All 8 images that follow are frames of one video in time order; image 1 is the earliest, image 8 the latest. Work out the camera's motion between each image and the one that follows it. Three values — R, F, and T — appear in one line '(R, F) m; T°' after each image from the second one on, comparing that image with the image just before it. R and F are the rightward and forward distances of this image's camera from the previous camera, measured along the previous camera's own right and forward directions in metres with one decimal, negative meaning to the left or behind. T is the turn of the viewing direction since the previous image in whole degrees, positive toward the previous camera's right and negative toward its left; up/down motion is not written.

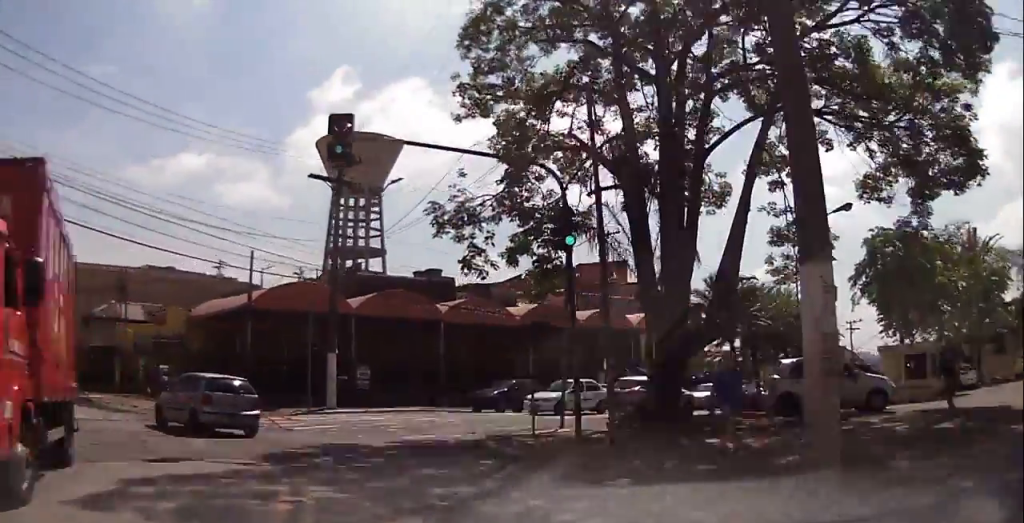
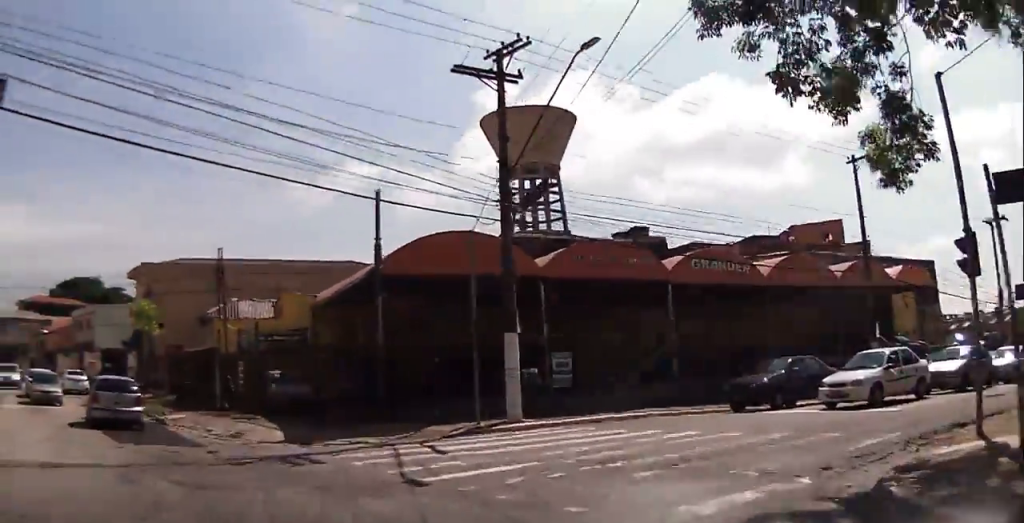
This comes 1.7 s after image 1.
(-1.8, +9.5) m; -32°
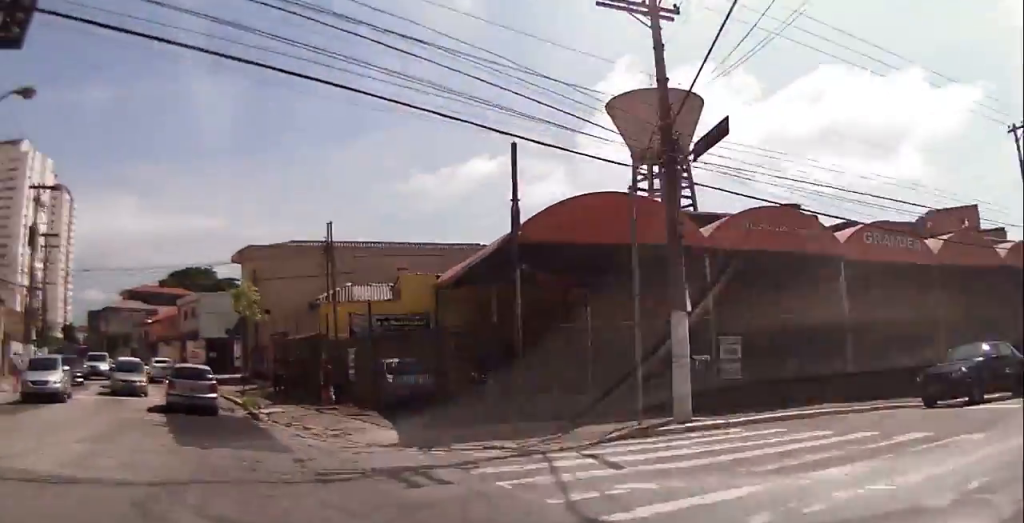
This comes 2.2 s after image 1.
(-0.6, +3.1) m; -12°
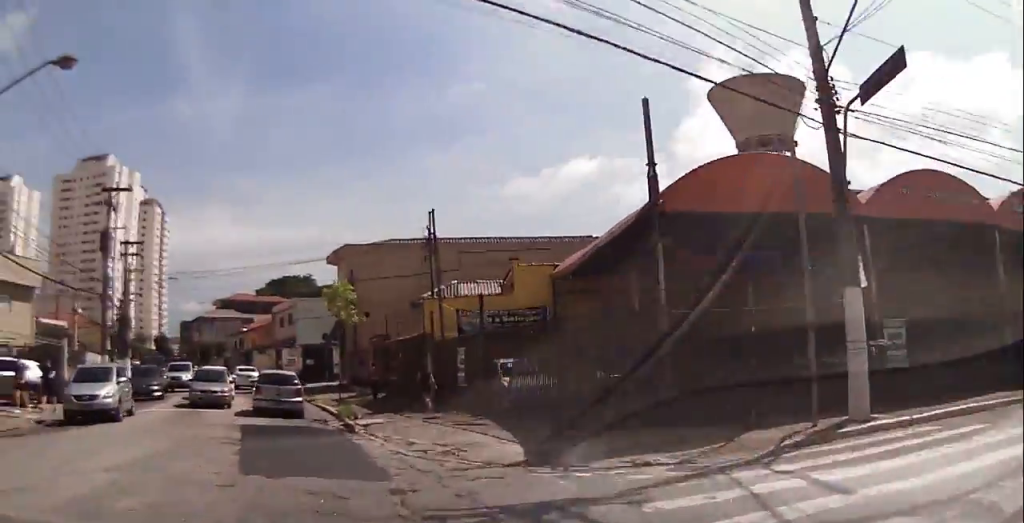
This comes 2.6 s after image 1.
(0.0, +2.6) m; -9°
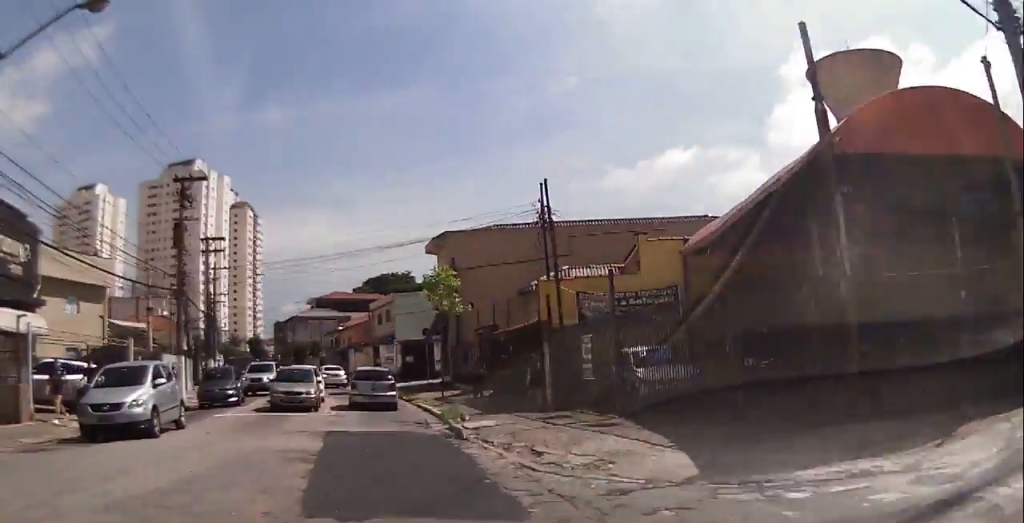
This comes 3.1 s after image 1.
(-0.5, +2.7) m; -3°
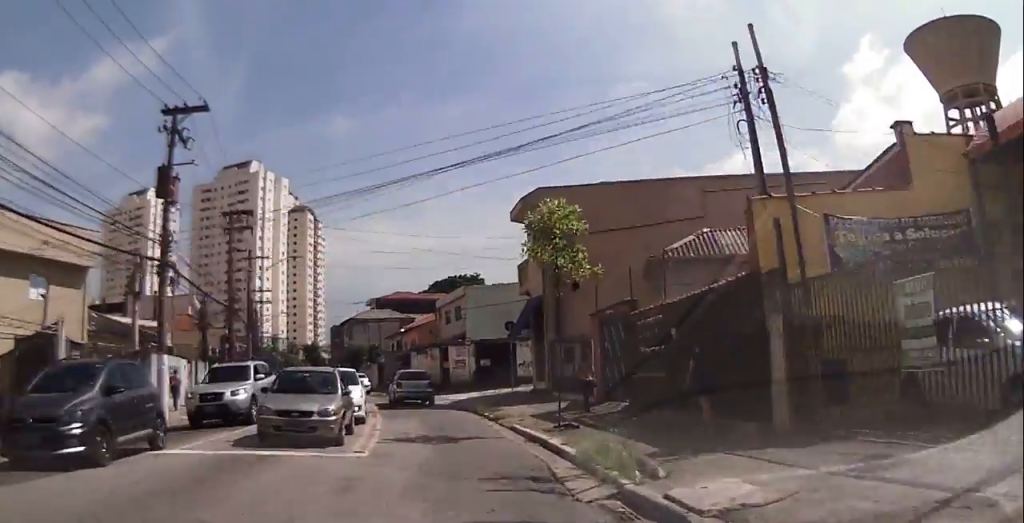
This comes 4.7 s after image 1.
(-0.3, +9.5) m; -3°
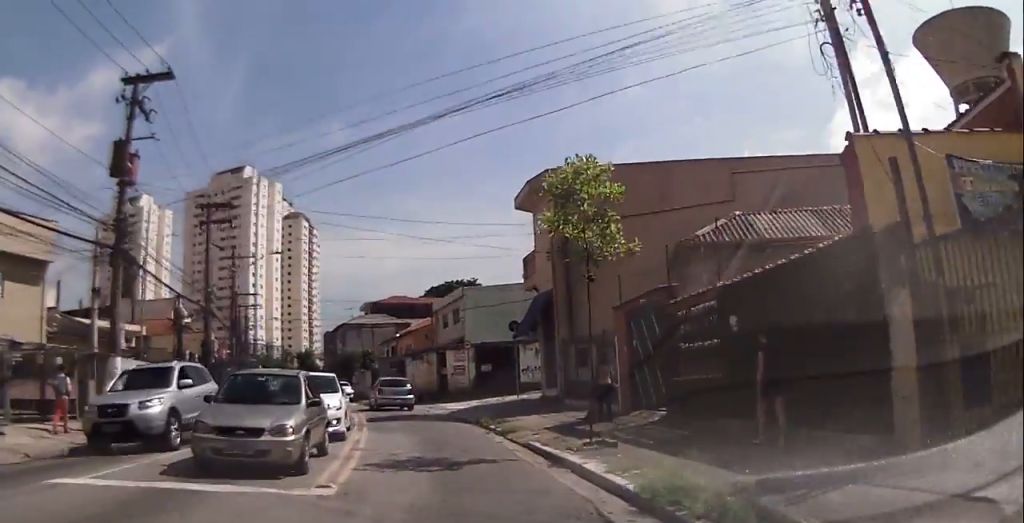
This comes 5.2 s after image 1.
(-0.2, +3.1) m; 0°
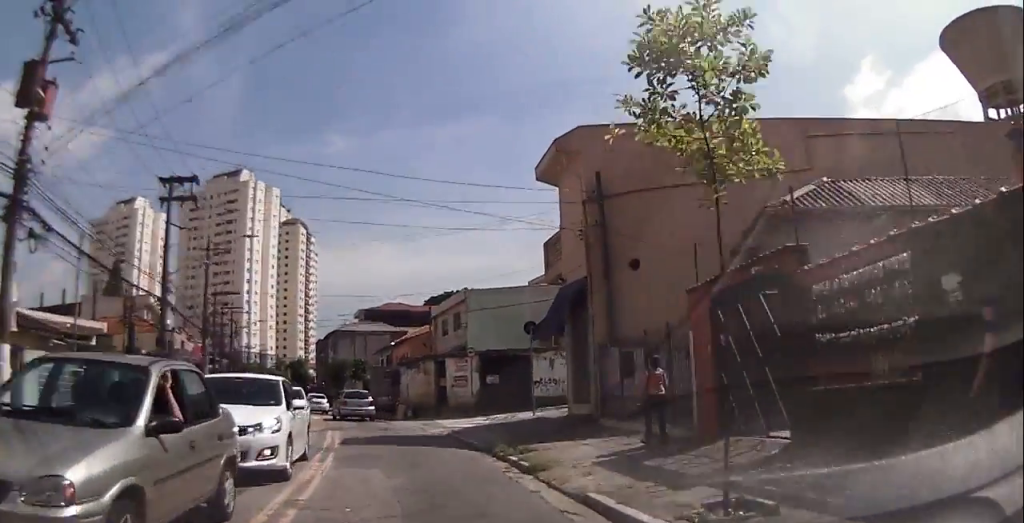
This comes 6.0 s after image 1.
(0.0, +5.2) m; -1°
